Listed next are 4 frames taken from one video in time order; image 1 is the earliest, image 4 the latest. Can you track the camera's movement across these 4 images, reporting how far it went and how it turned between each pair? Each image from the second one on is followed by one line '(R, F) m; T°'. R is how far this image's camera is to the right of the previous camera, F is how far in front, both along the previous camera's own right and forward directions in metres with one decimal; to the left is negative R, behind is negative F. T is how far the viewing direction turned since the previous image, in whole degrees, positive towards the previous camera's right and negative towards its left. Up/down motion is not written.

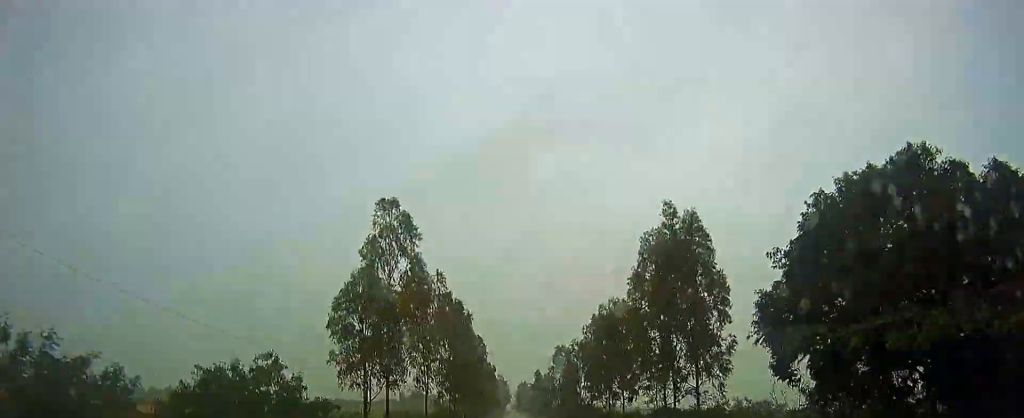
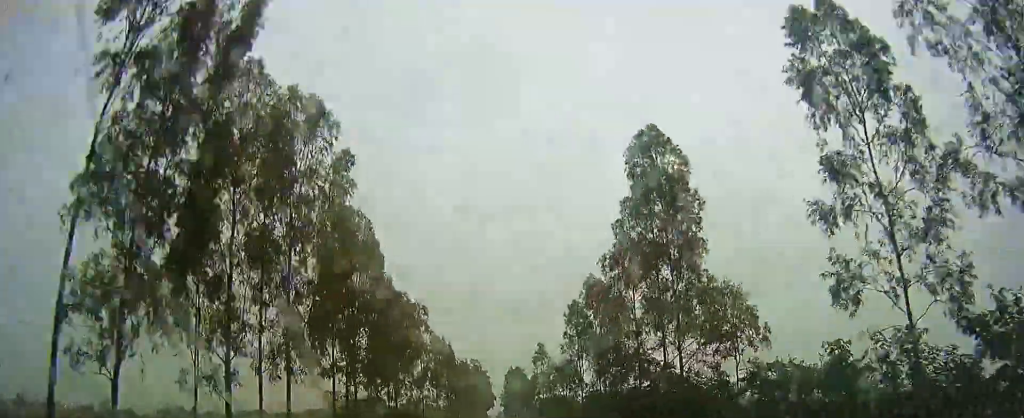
(0.0, +165.5) m; +1°
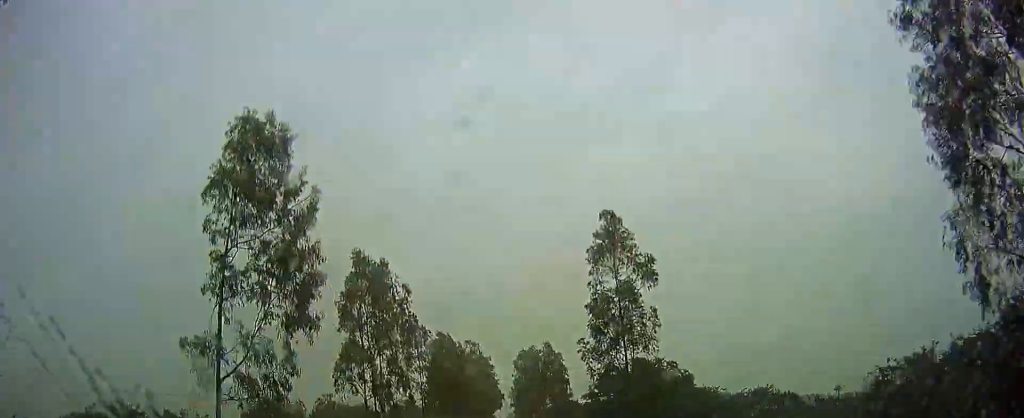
(+1.3, +65.6) m; 0°
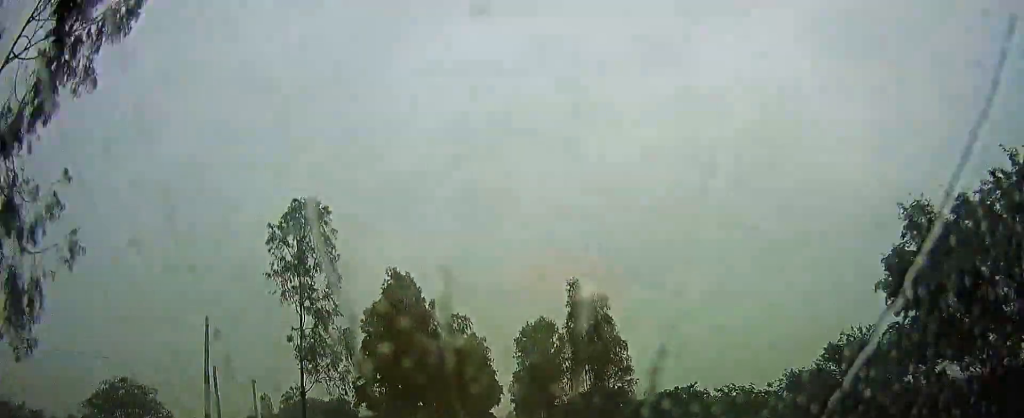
(-0.5, +39.3) m; -1°
